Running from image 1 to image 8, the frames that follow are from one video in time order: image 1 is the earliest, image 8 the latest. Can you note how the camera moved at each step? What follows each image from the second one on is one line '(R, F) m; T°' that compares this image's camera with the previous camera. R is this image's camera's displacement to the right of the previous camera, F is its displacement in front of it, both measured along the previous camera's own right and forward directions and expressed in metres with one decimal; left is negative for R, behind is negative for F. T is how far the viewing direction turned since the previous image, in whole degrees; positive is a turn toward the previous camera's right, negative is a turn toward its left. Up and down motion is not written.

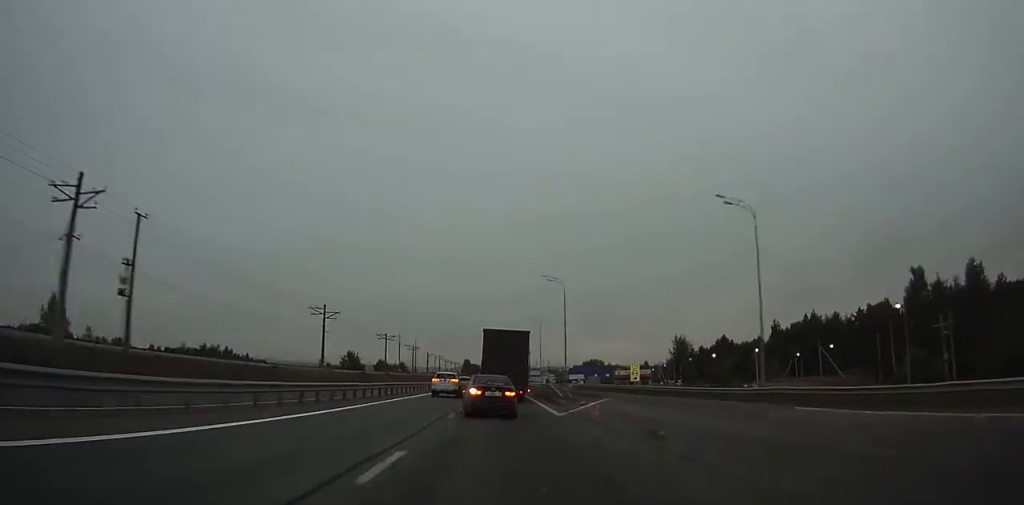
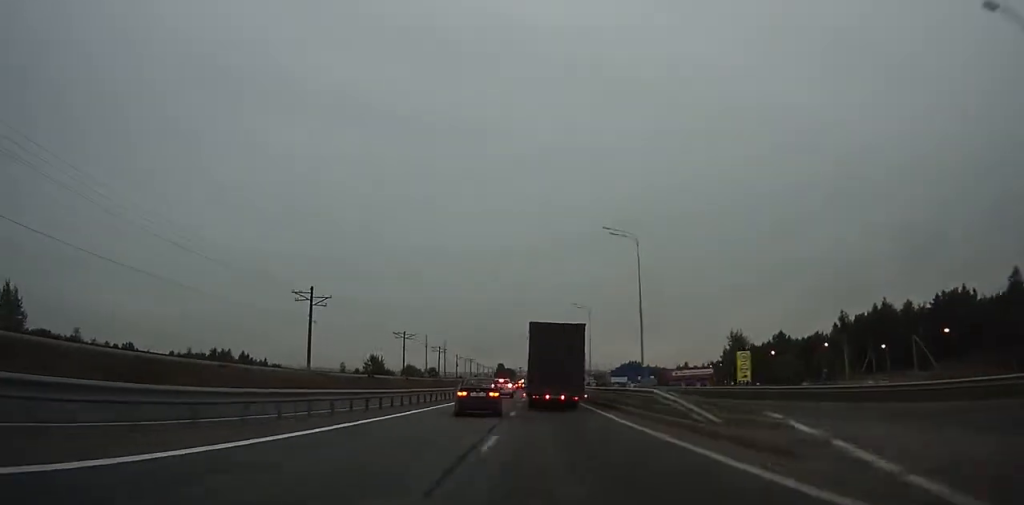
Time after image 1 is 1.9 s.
(0.0, +22.0) m; -1°
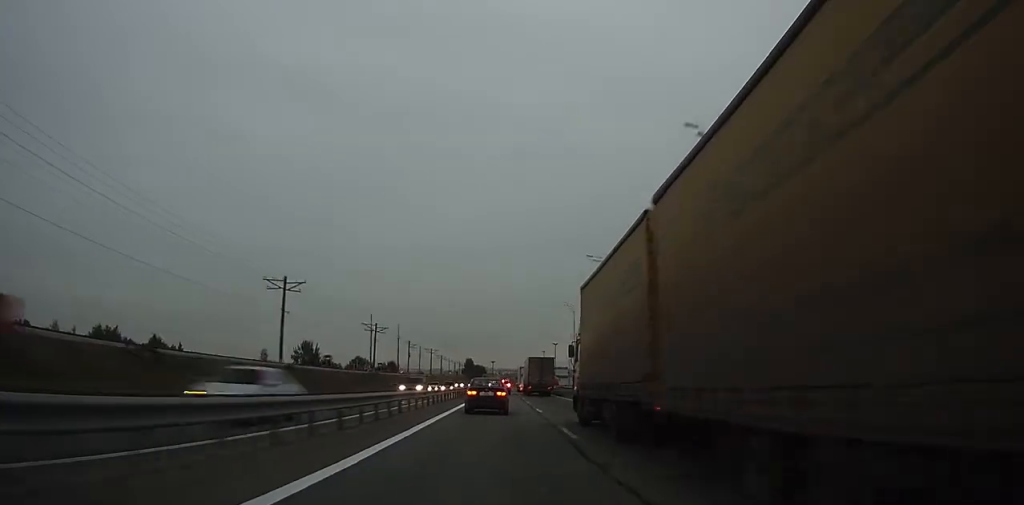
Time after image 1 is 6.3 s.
(0.0, +53.9) m; +1°
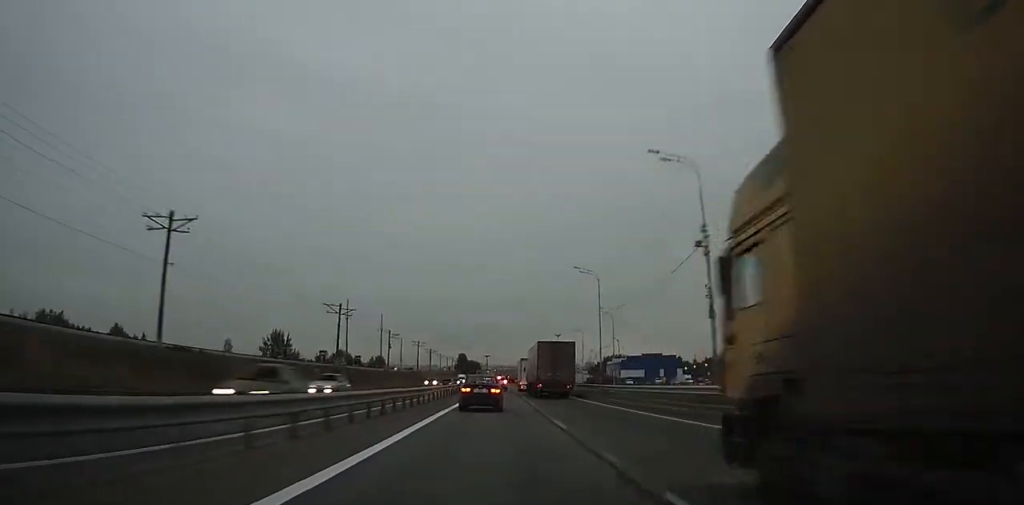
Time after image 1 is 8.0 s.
(+0.2, +21.6) m; +1°
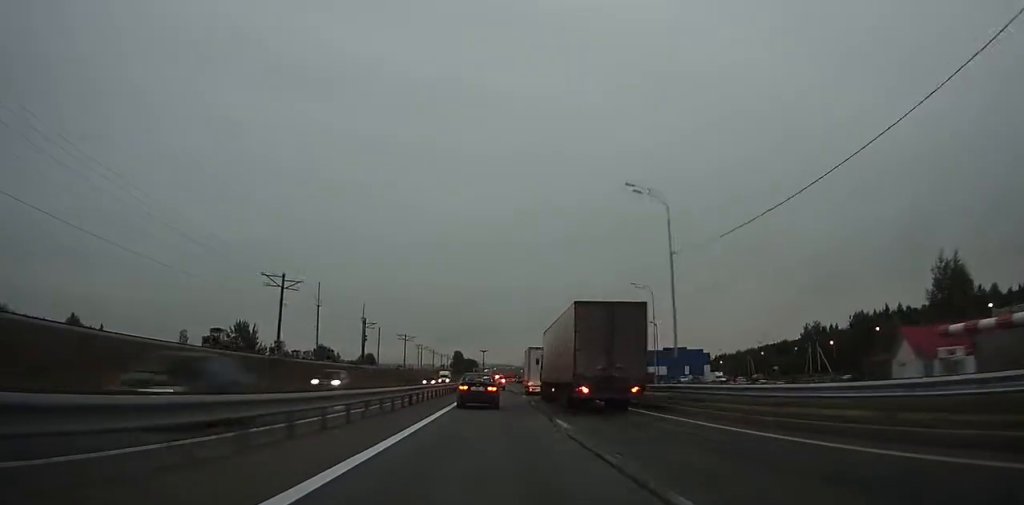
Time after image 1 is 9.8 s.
(+0.1, +23.2) m; 0°
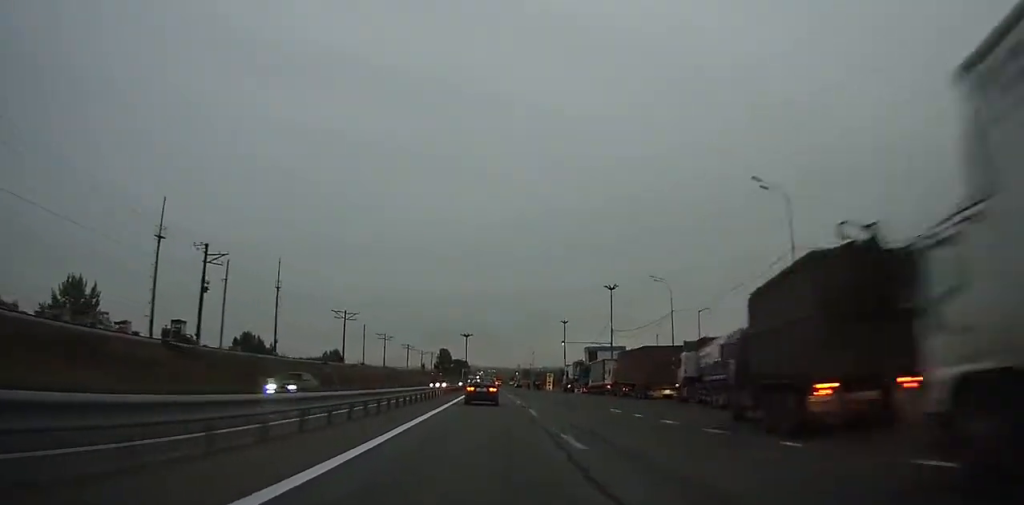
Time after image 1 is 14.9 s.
(+0.4, +64.4) m; 0°
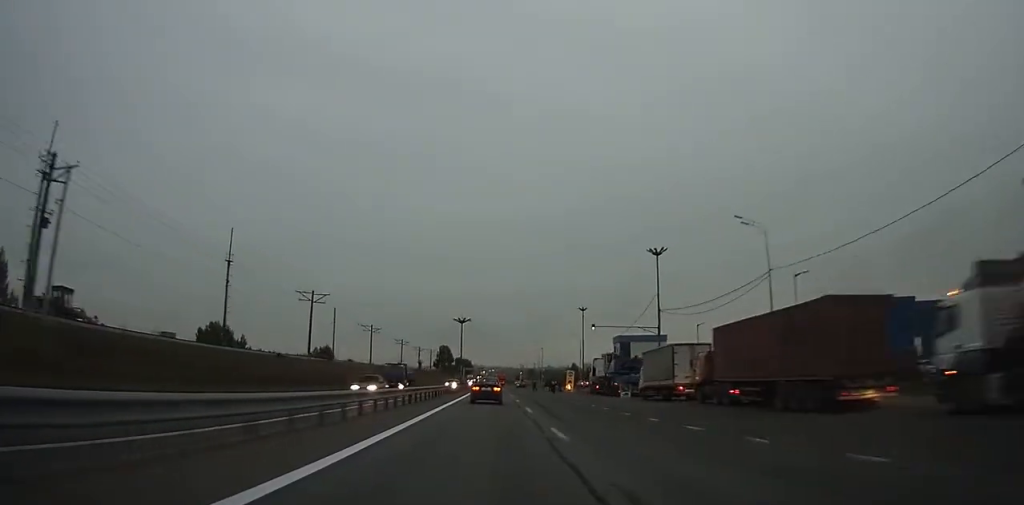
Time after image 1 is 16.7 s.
(0.0, +22.2) m; 0°
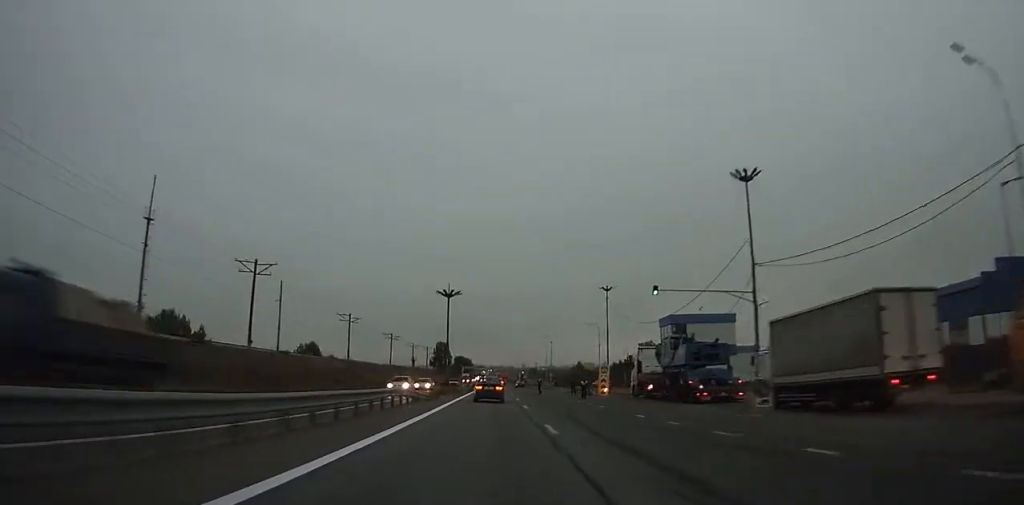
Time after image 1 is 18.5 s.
(-0.1, +22.0) m; 0°
